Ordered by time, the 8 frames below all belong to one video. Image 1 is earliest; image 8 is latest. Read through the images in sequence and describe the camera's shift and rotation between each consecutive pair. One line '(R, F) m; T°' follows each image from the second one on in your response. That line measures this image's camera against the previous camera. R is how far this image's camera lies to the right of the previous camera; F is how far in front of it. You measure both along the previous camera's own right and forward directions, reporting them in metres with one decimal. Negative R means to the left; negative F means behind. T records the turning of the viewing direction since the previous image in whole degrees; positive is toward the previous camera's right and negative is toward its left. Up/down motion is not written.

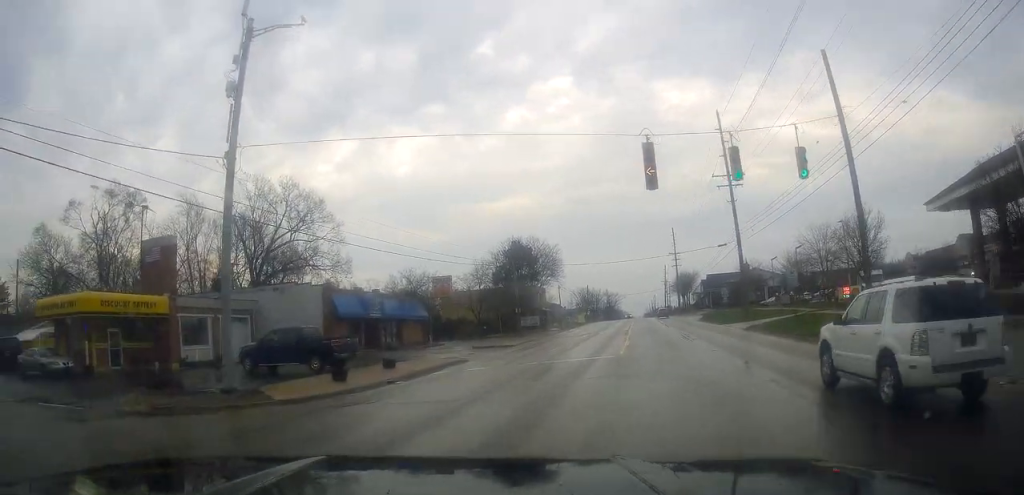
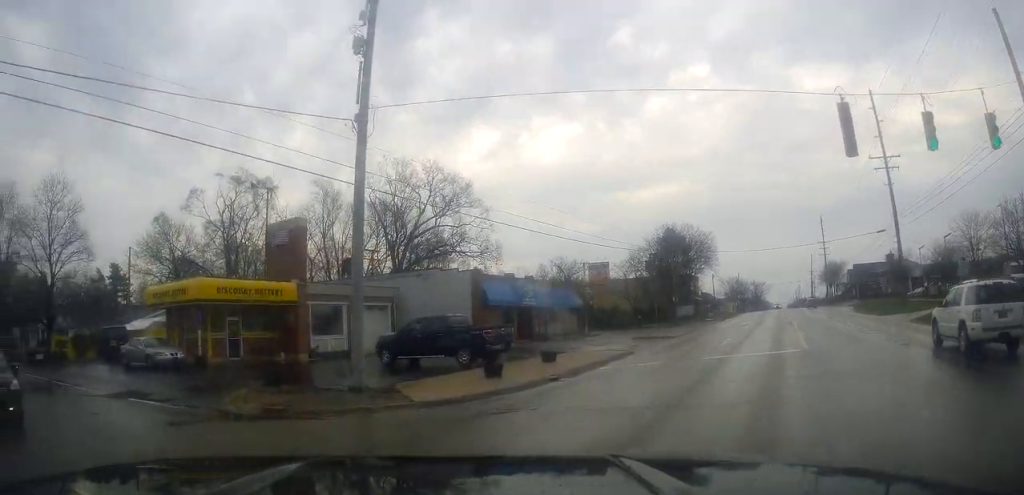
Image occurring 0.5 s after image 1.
(-0.1, +2.0) m; -7°
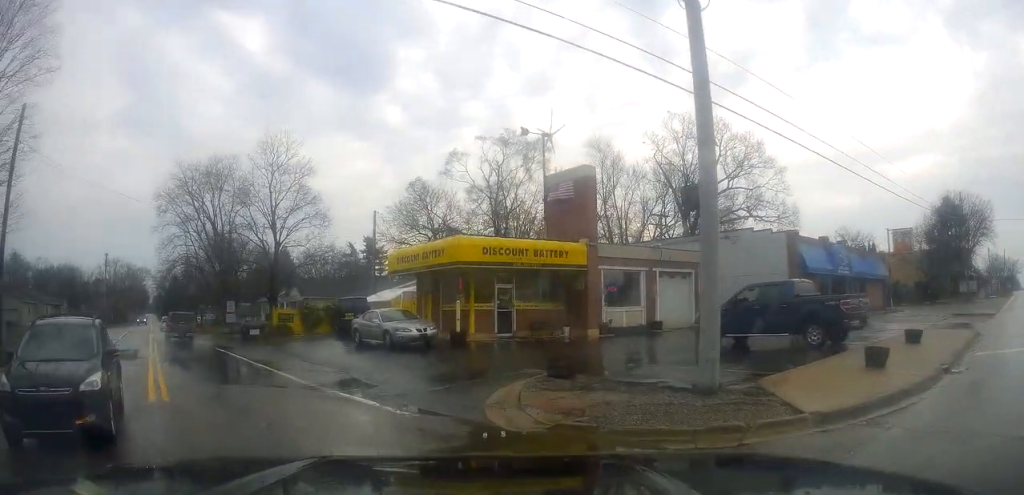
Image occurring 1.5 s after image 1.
(-0.3, +4.5) m; -20°
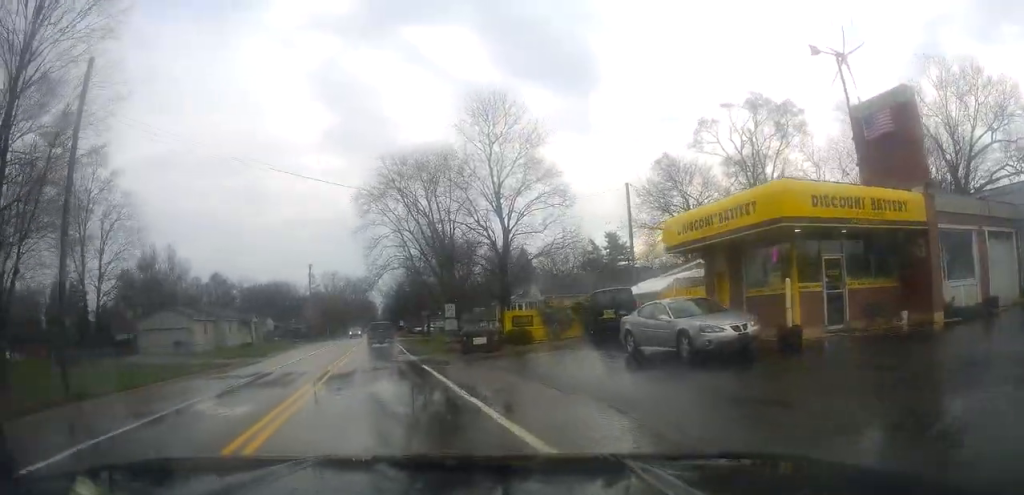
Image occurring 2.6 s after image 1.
(-1.8, +7.4) m; -19°
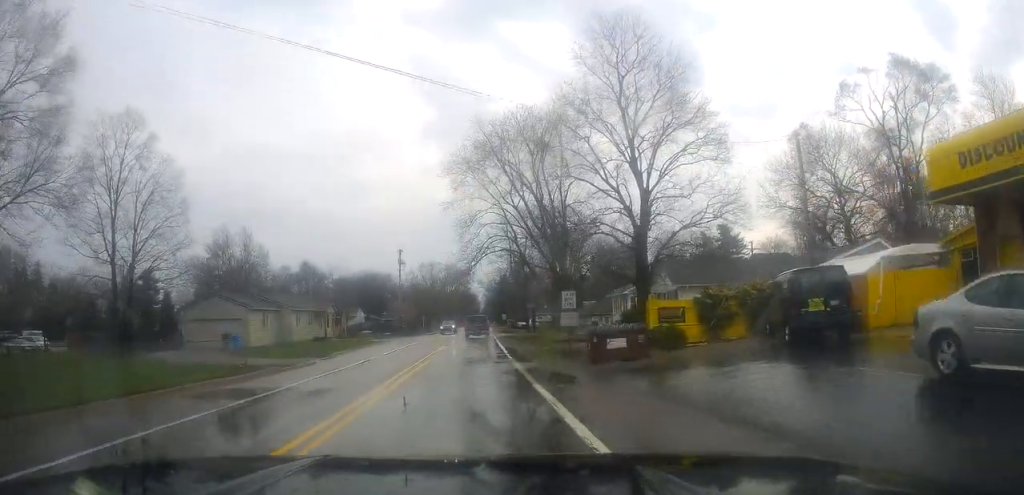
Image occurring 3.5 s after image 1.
(-0.7, +8.2) m; -11°
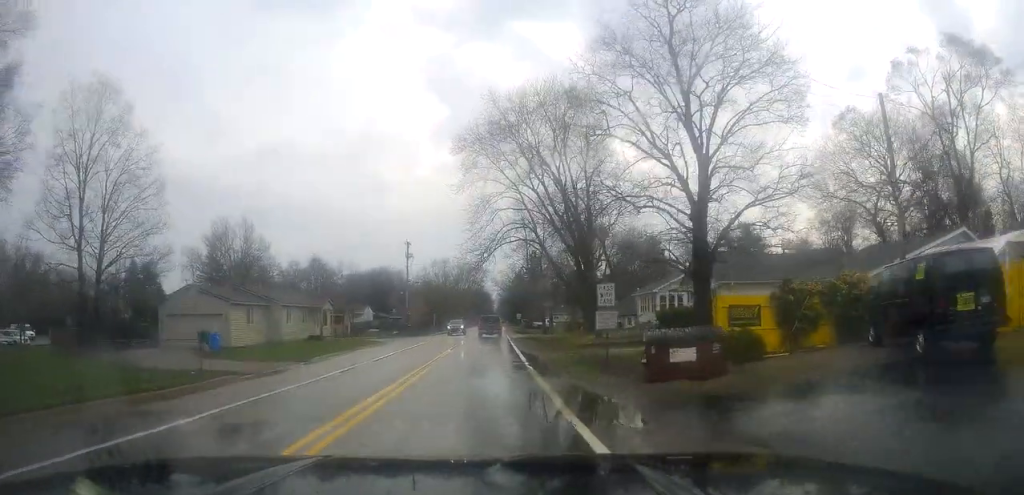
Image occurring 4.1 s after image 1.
(-0.5, +5.4) m; -3°
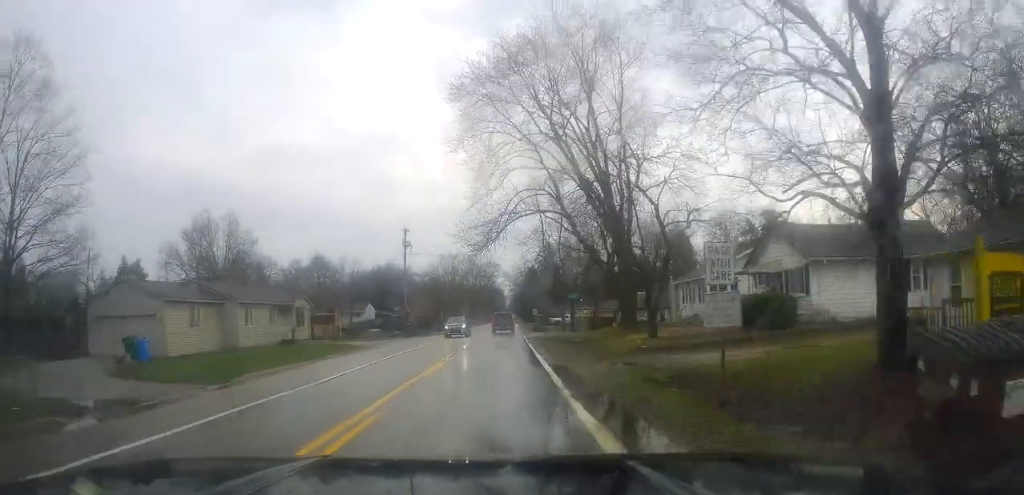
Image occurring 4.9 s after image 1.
(-0.3, +9.4) m; -1°
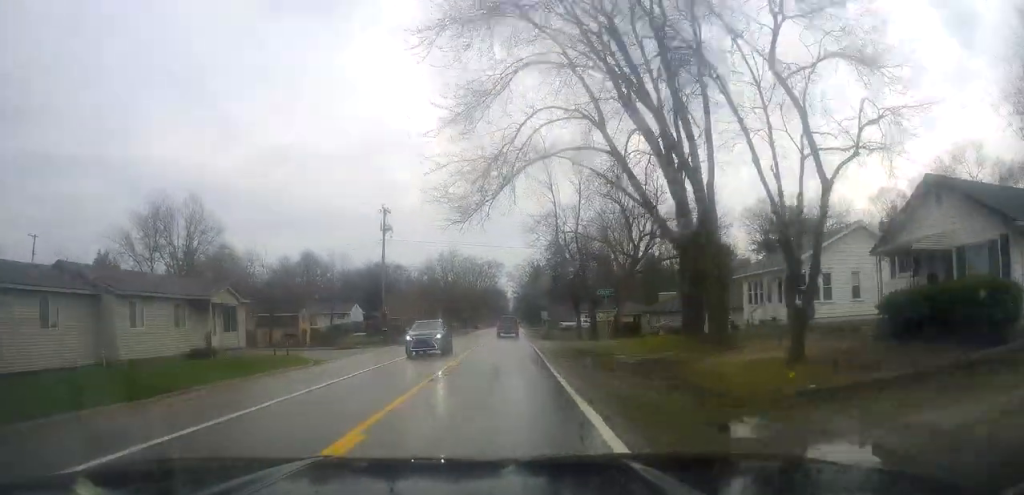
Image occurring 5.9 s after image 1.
(+0.1, +12.2) m; +2°
